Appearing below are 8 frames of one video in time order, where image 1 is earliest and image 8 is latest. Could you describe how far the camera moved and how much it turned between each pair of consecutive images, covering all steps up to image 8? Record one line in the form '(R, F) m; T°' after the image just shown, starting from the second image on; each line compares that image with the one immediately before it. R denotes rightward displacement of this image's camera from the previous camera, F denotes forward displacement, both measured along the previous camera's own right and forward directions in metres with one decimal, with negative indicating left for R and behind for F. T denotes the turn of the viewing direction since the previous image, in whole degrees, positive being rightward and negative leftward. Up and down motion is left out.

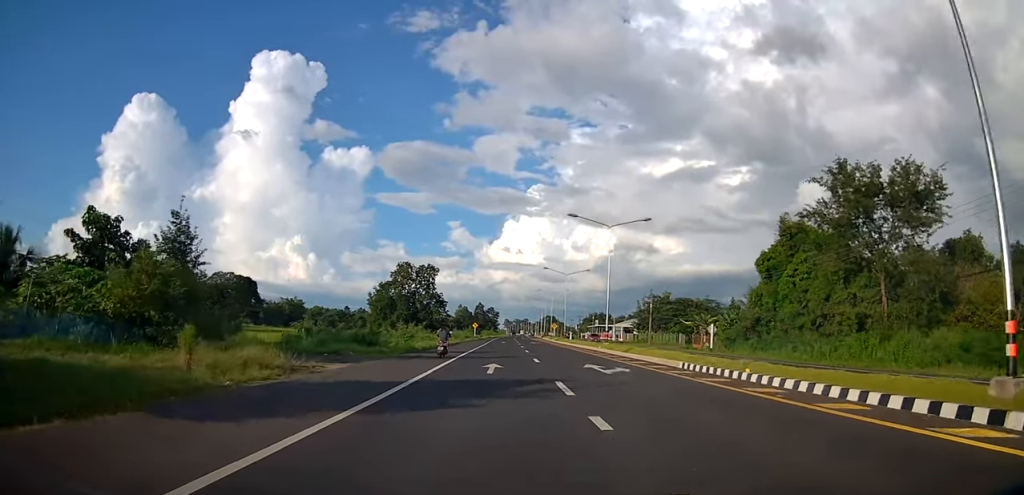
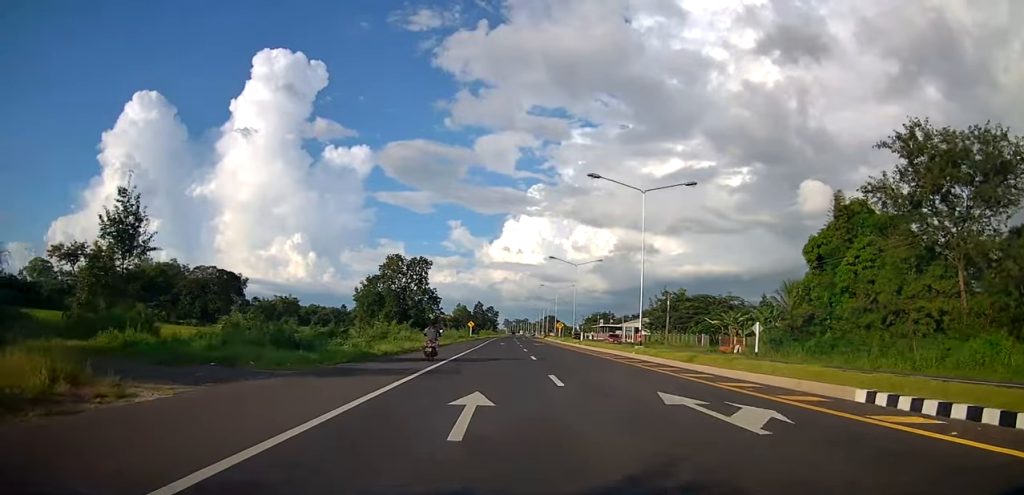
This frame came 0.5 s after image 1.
(0.0, +10.6) m; 0°
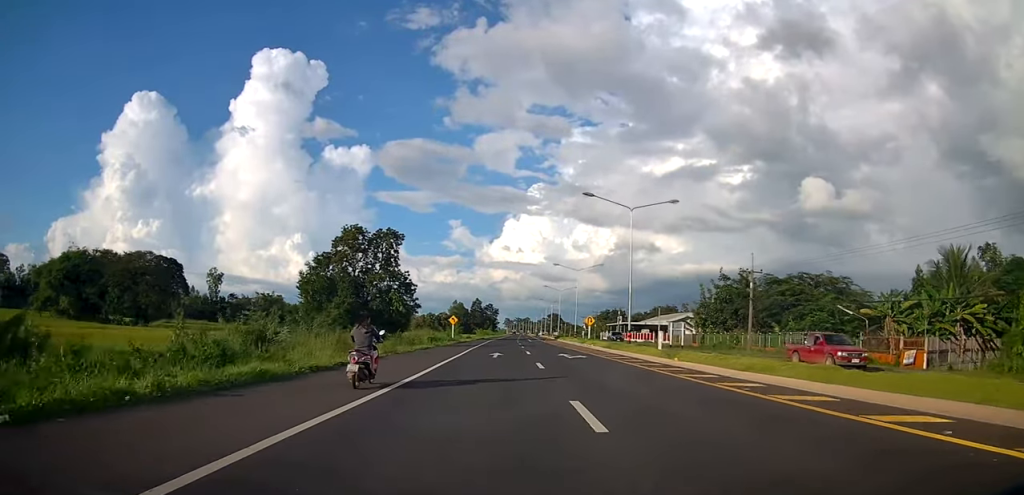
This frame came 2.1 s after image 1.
(0.0, +29.9) m; 0°
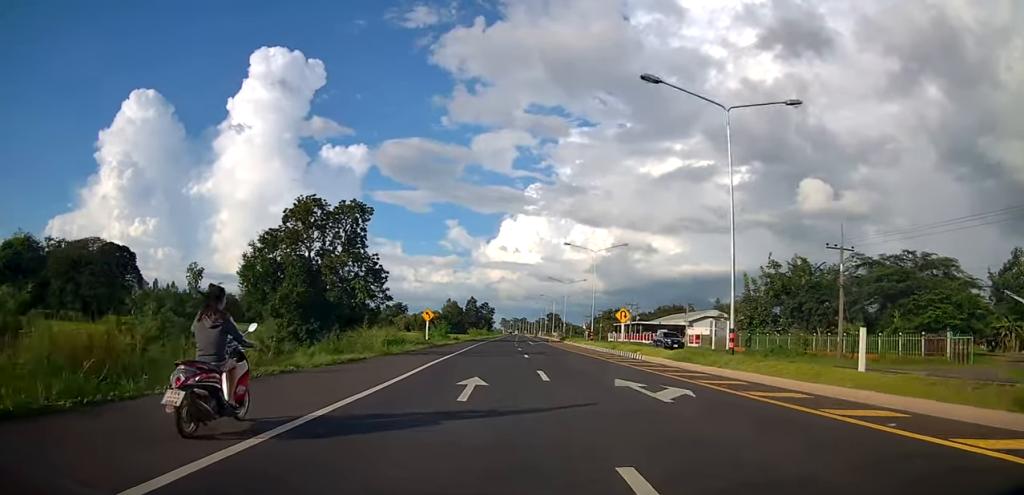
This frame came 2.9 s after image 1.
(0.0, +17.0) m; 0°
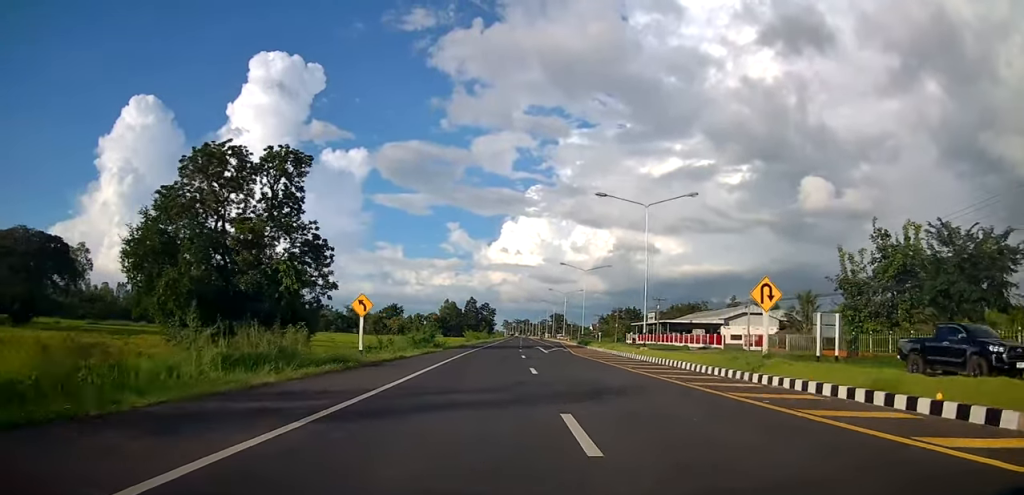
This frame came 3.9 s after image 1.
(-0.1, +20.4) m; 0°
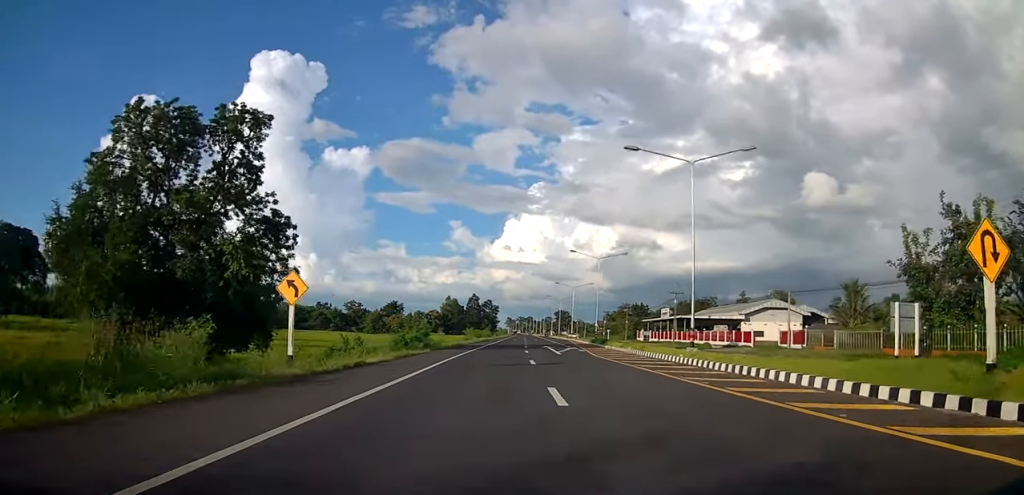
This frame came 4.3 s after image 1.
(0.0, +8.4) m; 0°
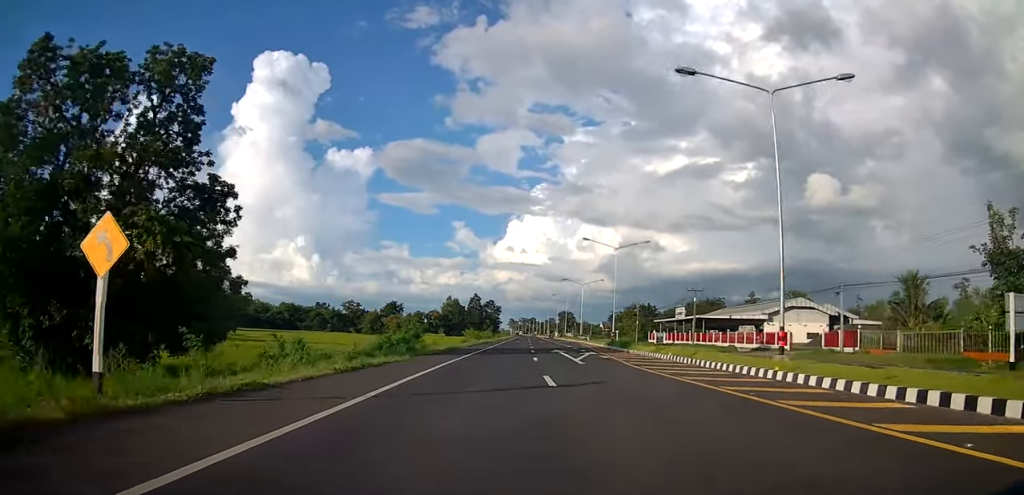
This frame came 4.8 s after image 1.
(0.0, +8.5) m; 0°
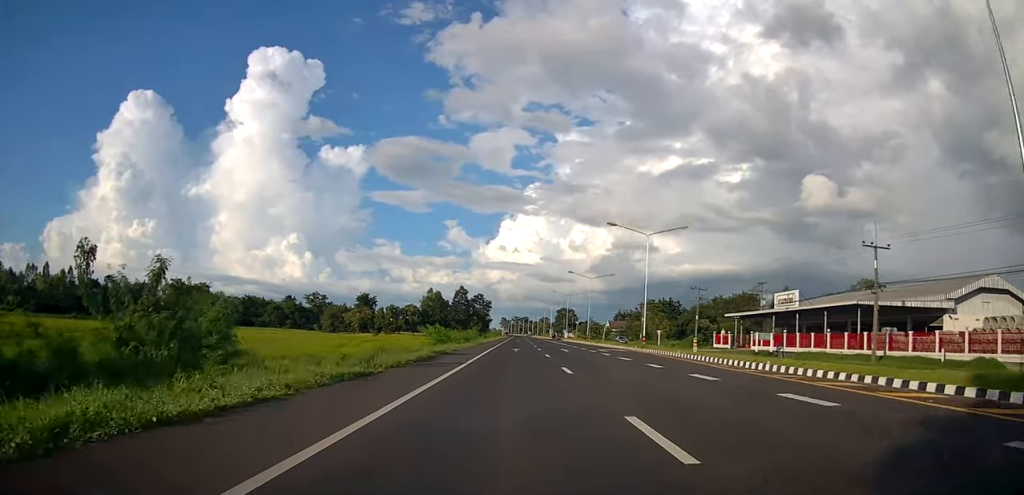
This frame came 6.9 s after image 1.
(-0.2, +43.8) m; 0°
